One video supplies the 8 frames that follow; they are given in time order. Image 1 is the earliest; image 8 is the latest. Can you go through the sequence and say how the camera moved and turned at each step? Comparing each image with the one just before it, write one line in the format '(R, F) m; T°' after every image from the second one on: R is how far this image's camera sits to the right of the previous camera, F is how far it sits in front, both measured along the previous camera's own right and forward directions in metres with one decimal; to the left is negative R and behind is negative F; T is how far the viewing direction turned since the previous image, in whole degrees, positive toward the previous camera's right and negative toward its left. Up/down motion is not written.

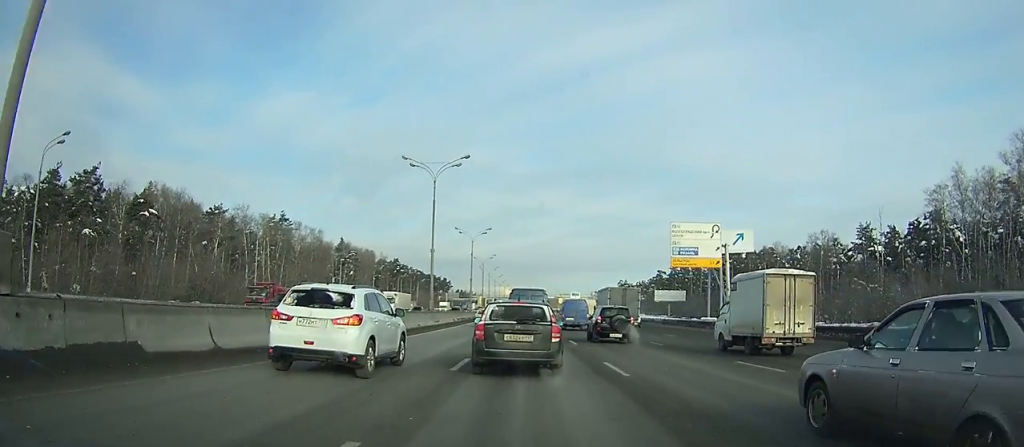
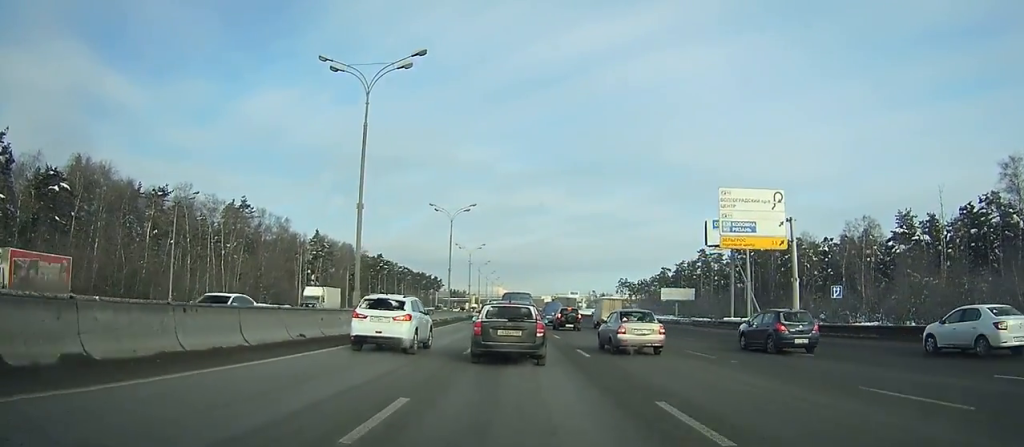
(-0.1, +20.2) m; -1°
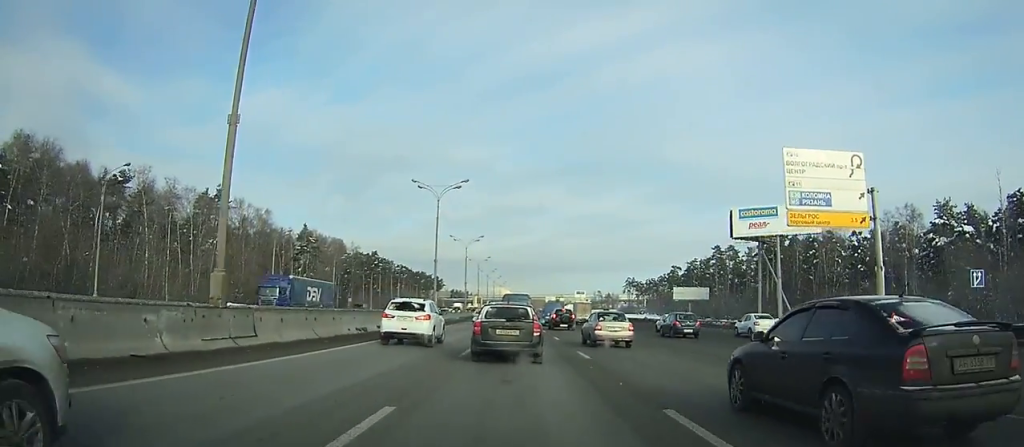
(-0.1, +11.9) m; 0°
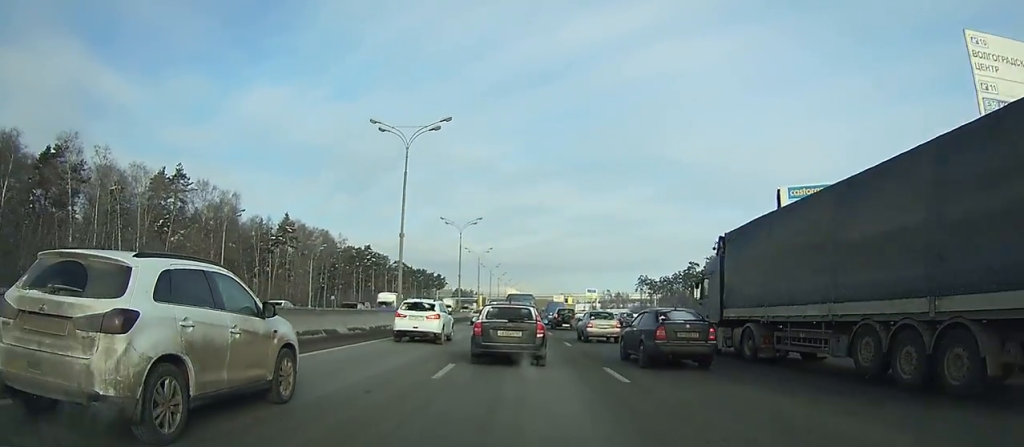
(0.0, +16.3) m; 0°
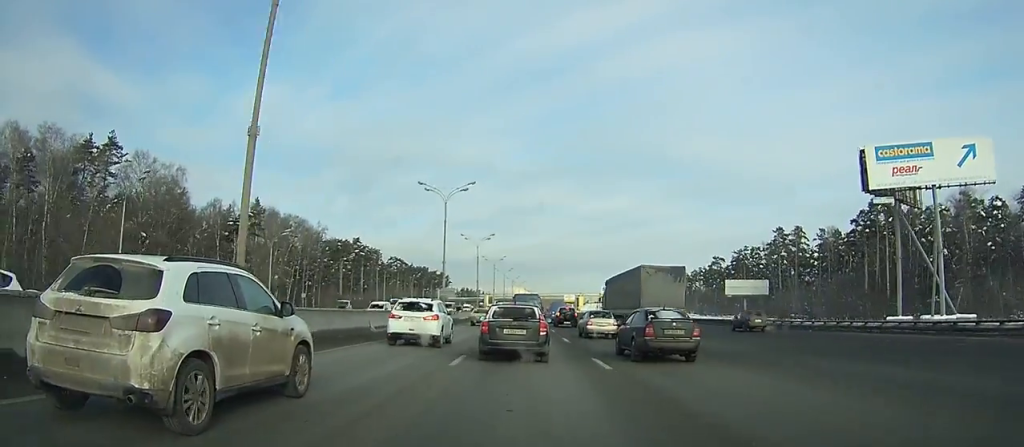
(-0.1, +21.0) m; -1°
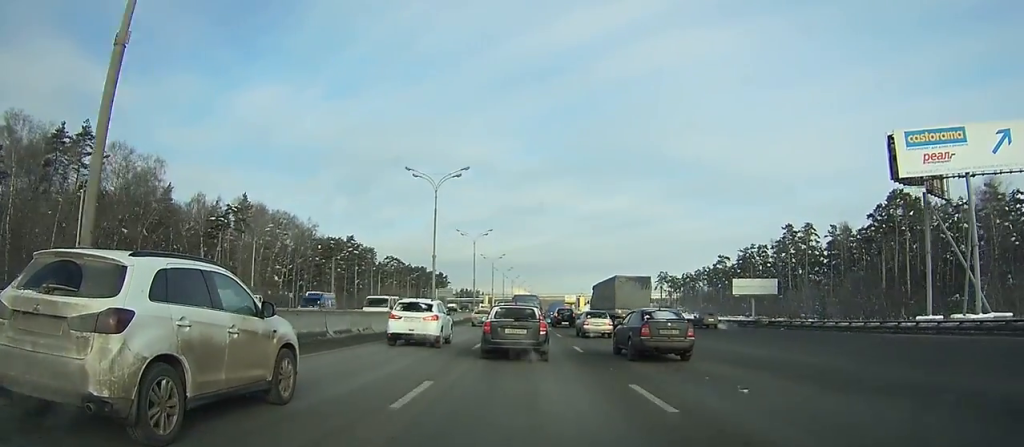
(-0.1, +6.6) m; 0°
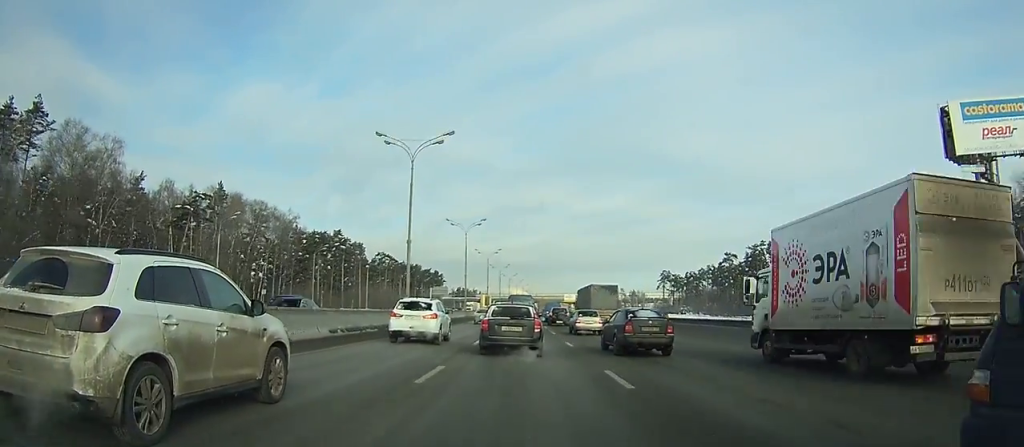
(-0.1, +10.2) m; 0°
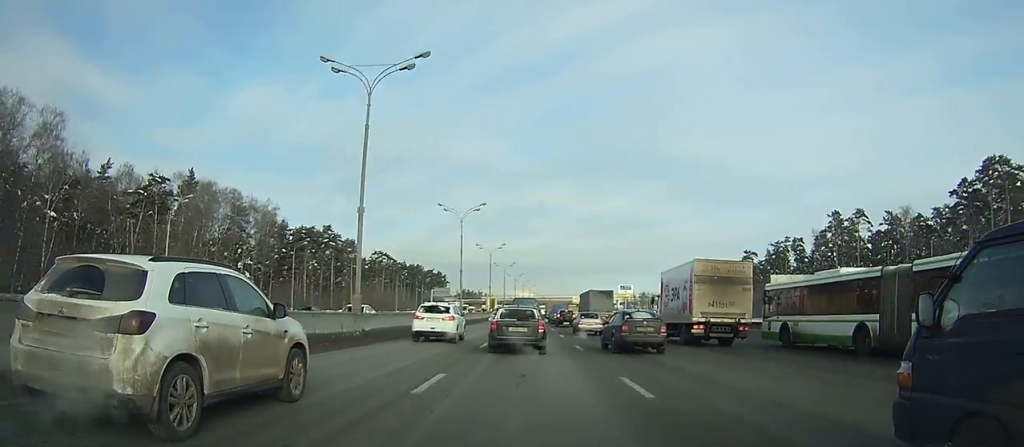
(+0.1, +13.4) m; 0°
